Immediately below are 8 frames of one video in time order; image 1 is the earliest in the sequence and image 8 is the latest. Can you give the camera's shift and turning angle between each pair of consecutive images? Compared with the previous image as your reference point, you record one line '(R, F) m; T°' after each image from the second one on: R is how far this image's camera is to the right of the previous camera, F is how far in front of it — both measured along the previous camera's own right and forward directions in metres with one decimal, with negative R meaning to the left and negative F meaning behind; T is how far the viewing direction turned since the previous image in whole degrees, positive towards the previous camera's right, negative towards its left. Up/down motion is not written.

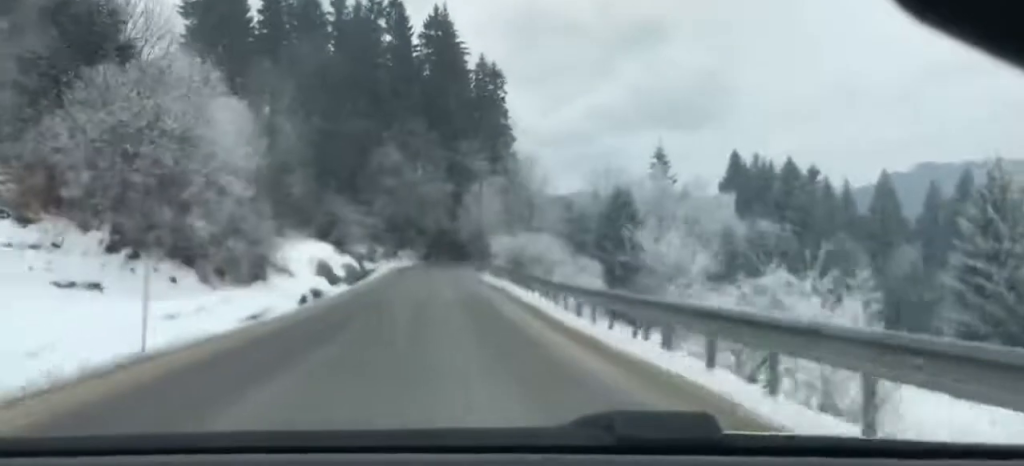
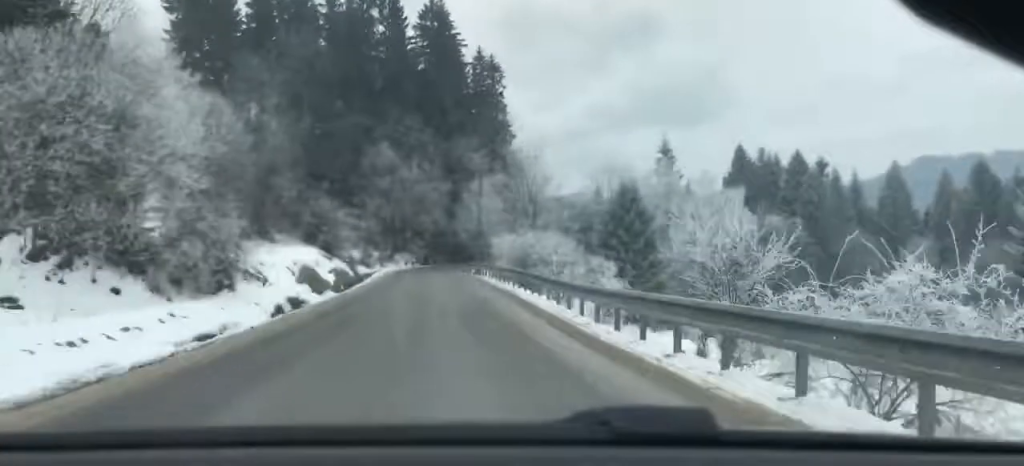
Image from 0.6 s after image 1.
(0.0, +4.1) m; +1°
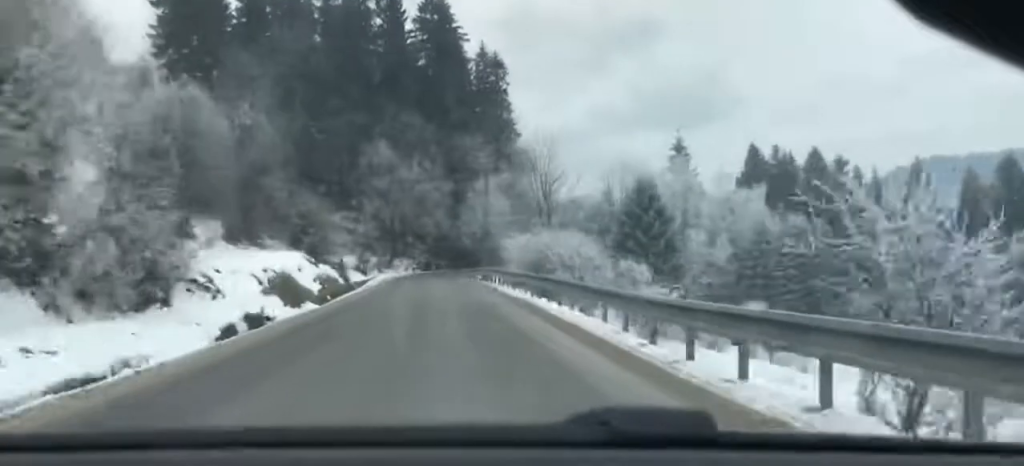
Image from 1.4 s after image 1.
(+0.1, +5.2) m; +1°
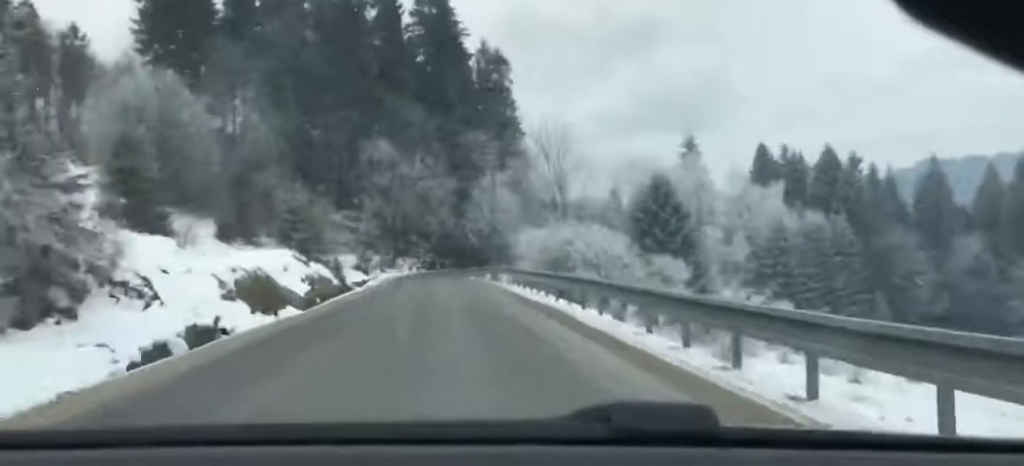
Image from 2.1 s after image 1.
(0.0, +5.0) m; 0°
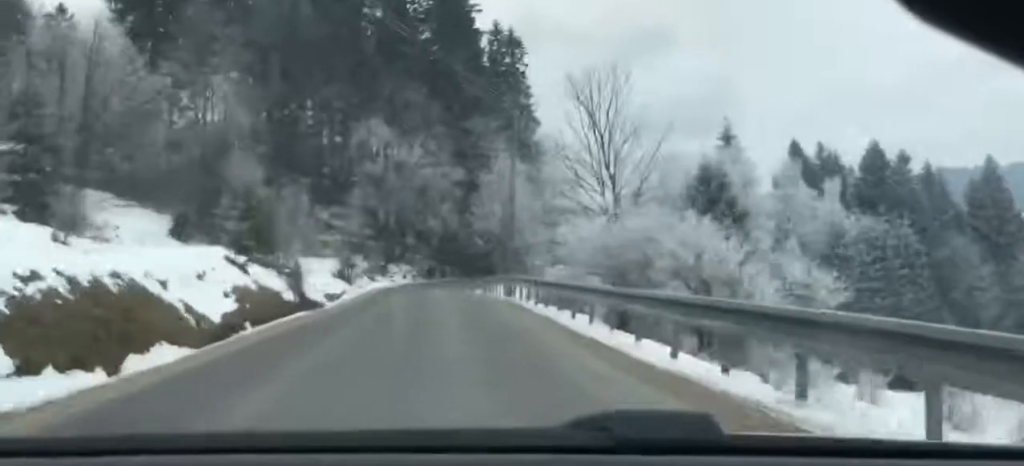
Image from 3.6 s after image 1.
(-0.2, +11.9) m; -3°
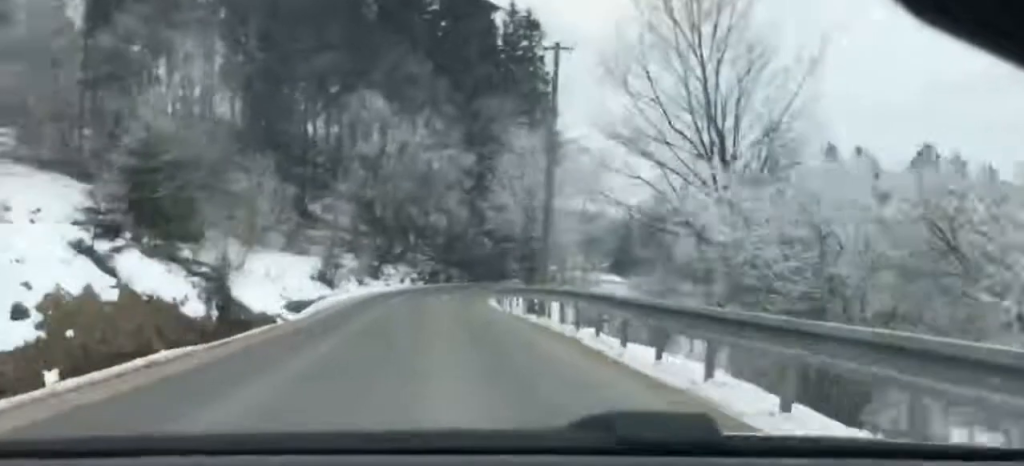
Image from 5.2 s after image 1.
(-0.4, +14.3) m; 0°
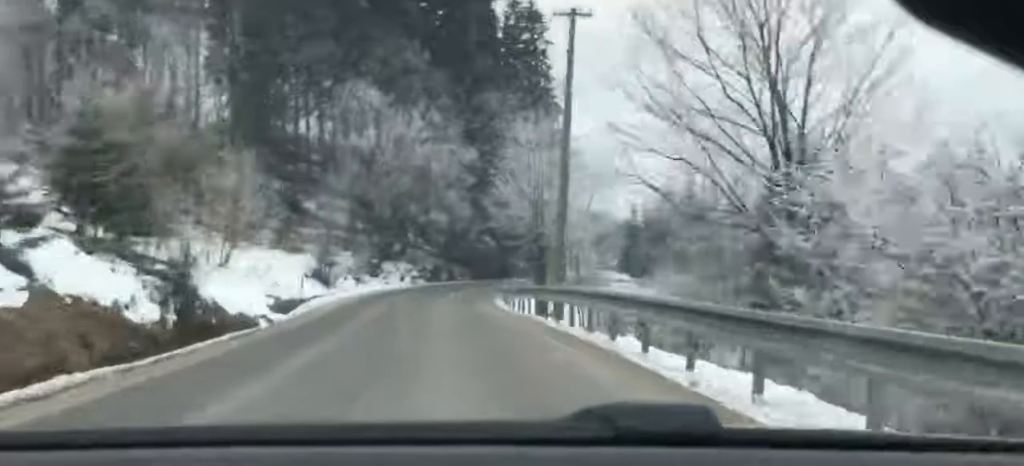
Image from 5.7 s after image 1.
(+0.1, +4.8) m; +1°
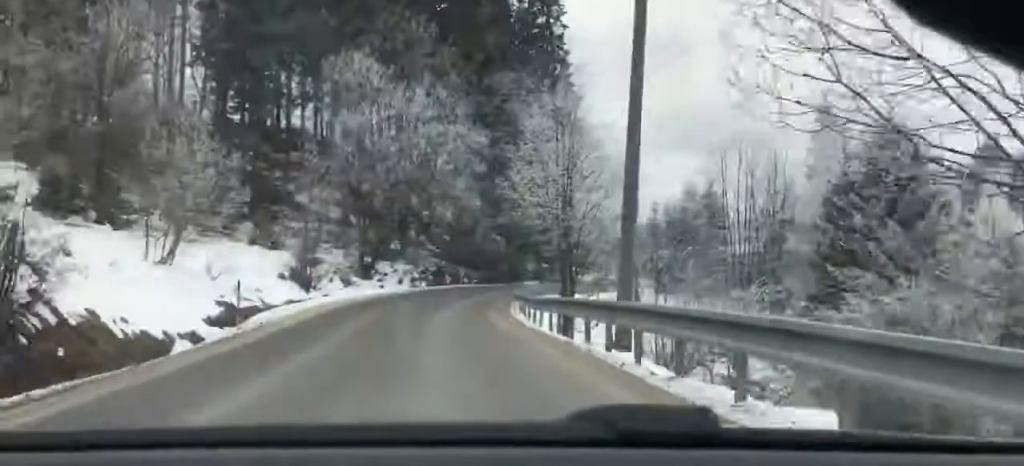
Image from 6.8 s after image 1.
(+0.2, +10.9) m; +1°
